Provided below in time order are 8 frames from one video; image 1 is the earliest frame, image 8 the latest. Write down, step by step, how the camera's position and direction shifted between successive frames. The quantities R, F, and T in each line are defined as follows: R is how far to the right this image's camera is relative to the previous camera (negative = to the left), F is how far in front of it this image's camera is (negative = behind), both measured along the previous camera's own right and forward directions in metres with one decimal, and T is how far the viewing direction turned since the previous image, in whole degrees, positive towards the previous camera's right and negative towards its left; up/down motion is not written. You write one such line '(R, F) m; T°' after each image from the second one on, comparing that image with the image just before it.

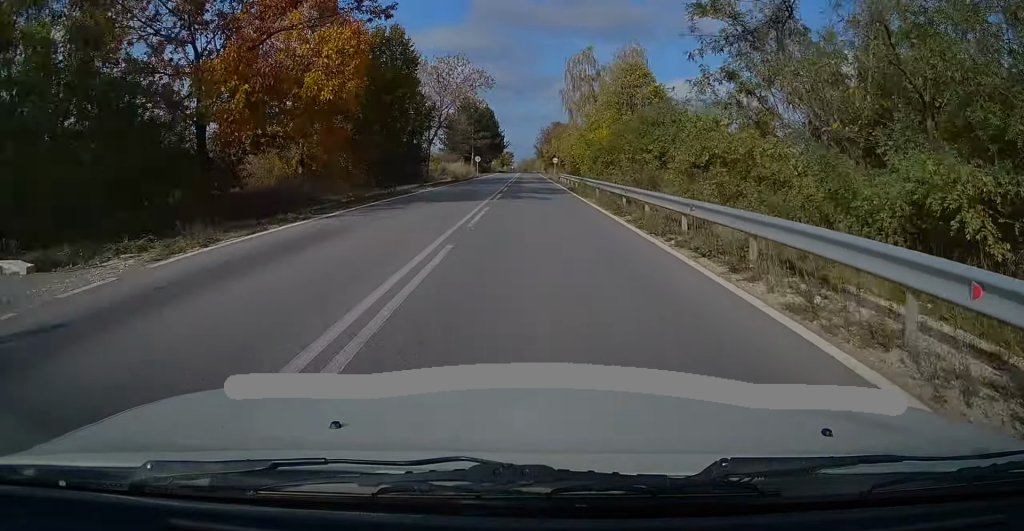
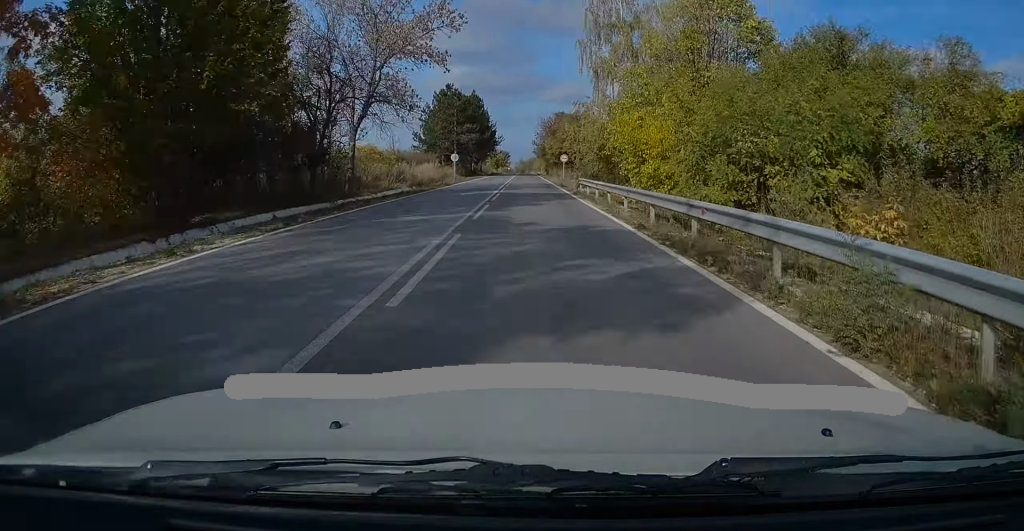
(+0.2, +25.8) m; 0°
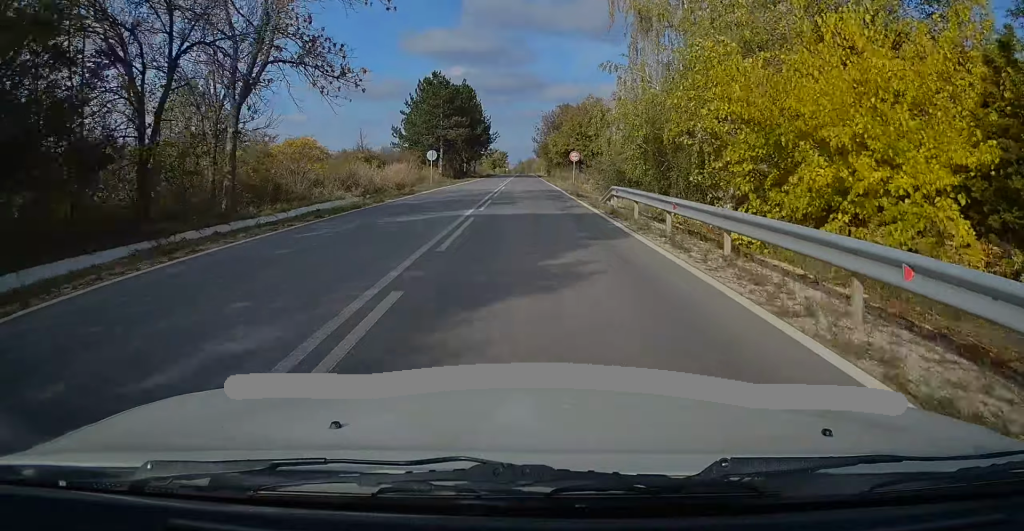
(0.0, +14.6) m; 0°
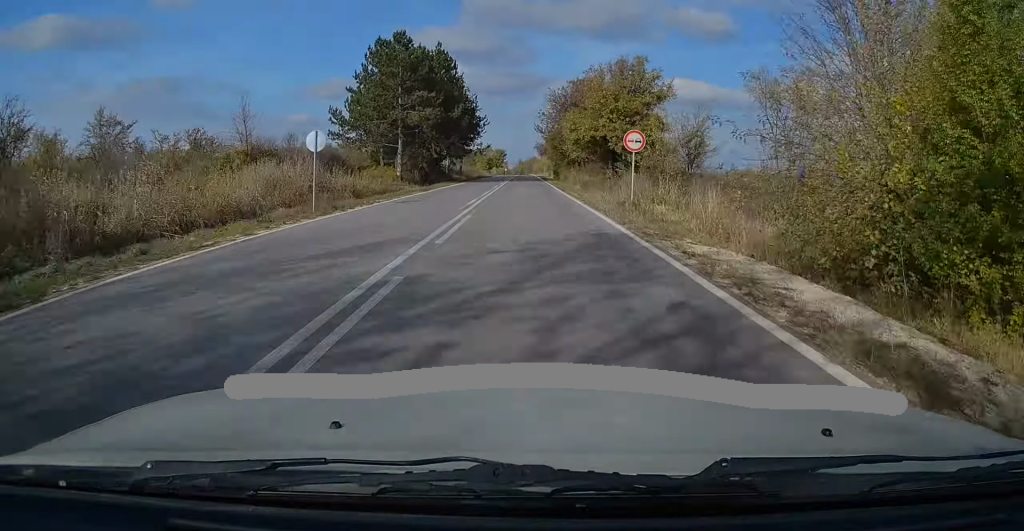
(+0.1, +26.4) m; 0°
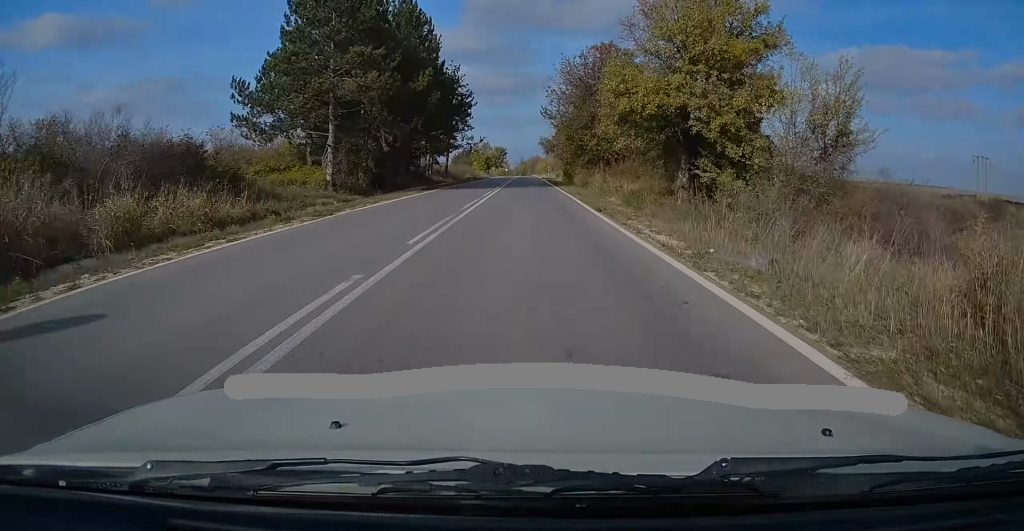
(-0.1, +19.5) m; 0°
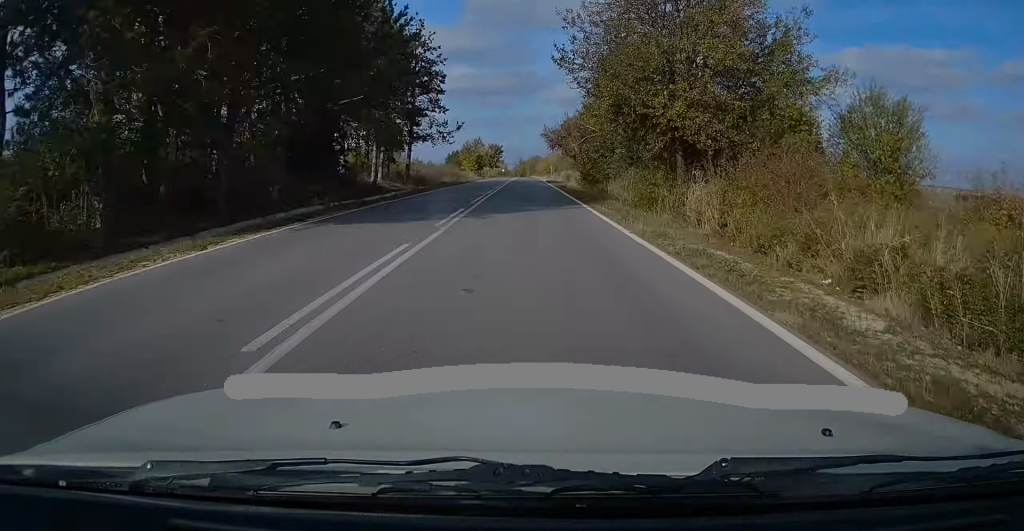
(-0.1, +23.8) m; 0°
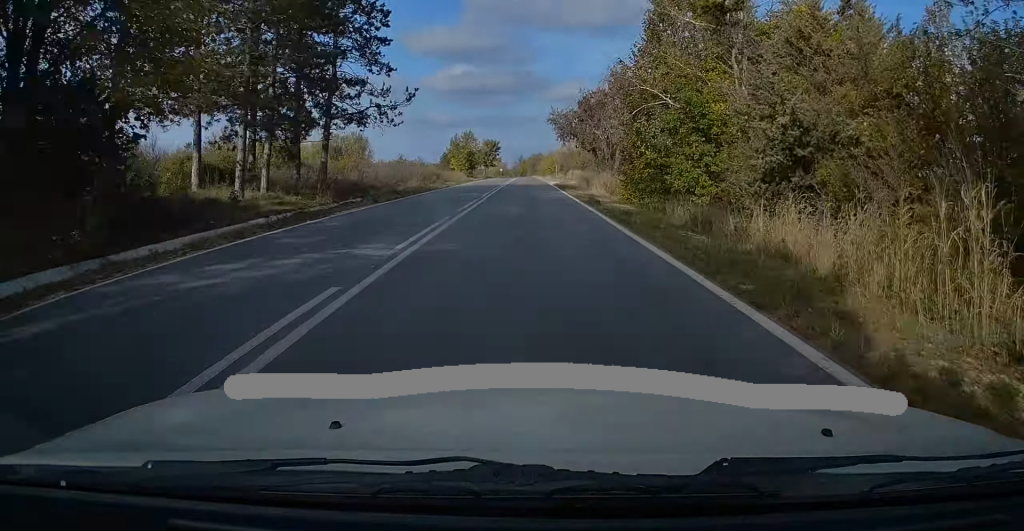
(+0.2, +21.5) m; 0°
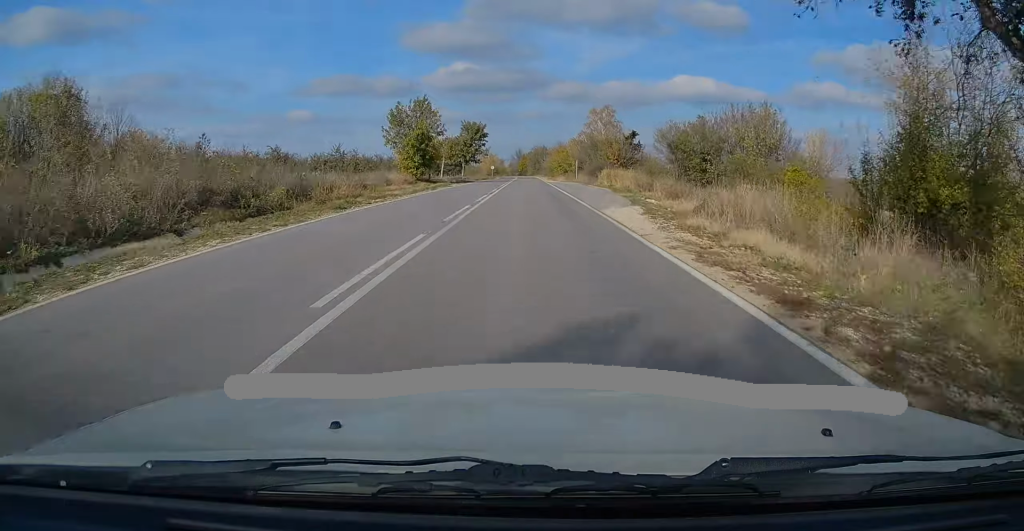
(-0.6, +48.7) m; -1°
